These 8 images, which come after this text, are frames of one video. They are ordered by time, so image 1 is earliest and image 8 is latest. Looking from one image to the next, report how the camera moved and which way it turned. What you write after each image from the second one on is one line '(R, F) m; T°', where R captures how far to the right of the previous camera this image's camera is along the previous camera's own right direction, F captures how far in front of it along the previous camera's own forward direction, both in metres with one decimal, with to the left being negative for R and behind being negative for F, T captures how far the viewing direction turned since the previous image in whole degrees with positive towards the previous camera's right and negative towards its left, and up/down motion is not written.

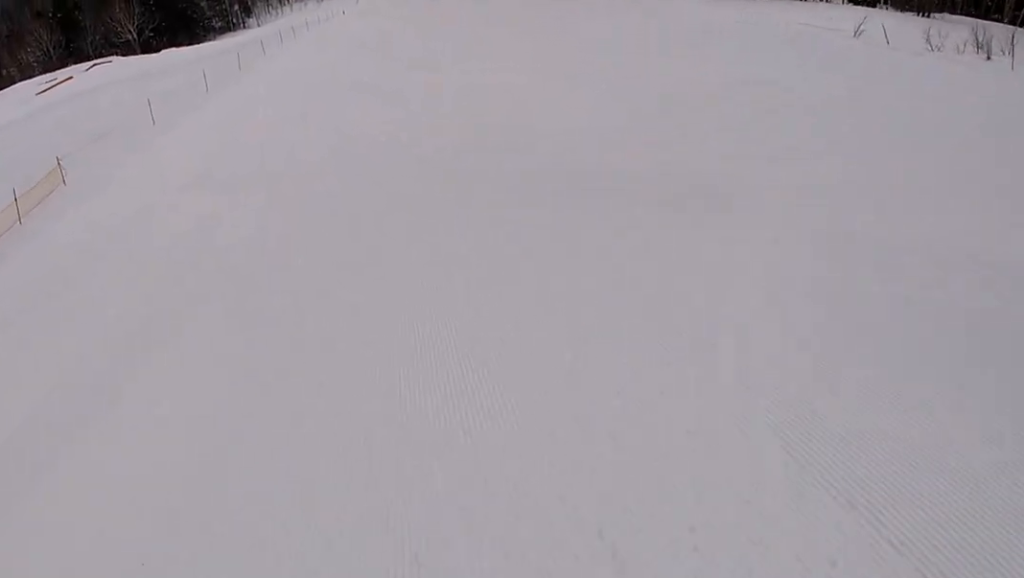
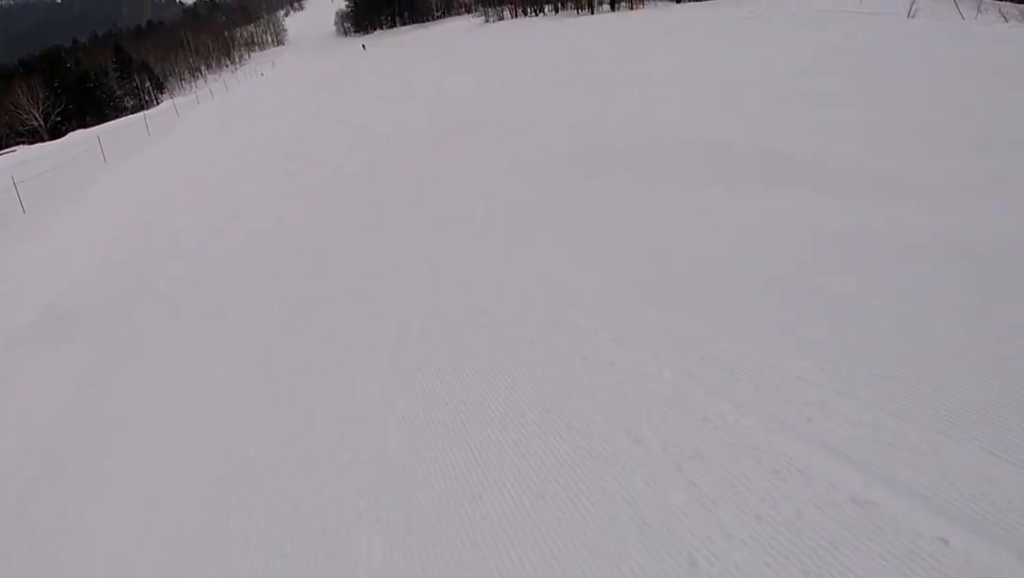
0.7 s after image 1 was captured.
(+0.7, +10.3) m; +7°
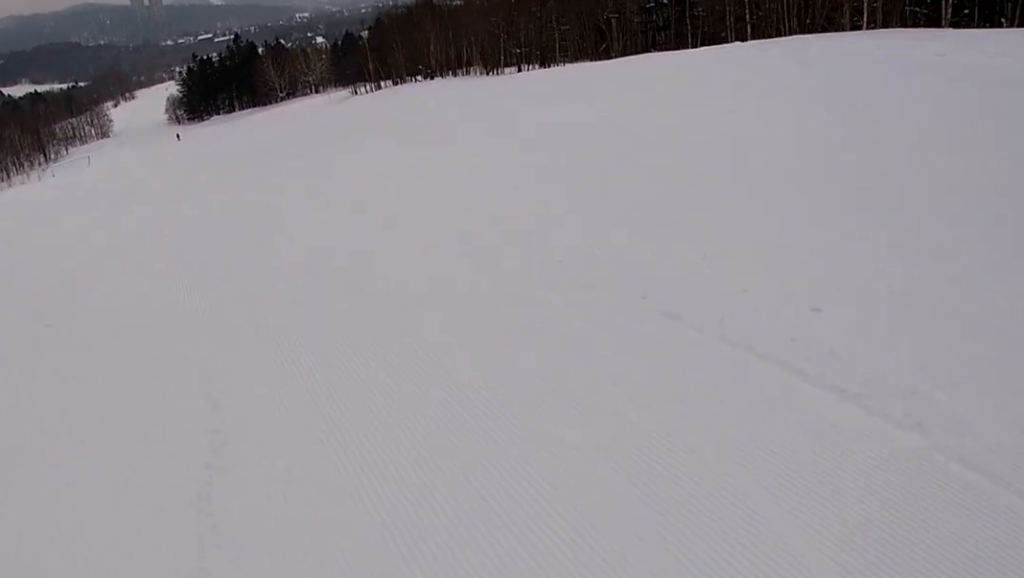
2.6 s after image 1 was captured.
(+4.2, +29.5) m; +10°
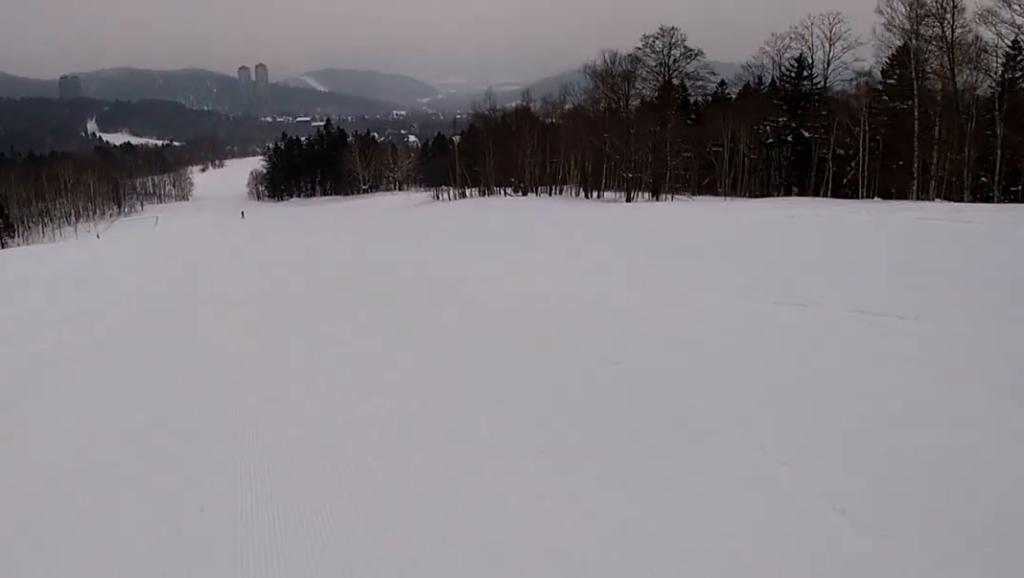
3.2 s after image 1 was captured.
(+0.2, +10.1) m; -3°
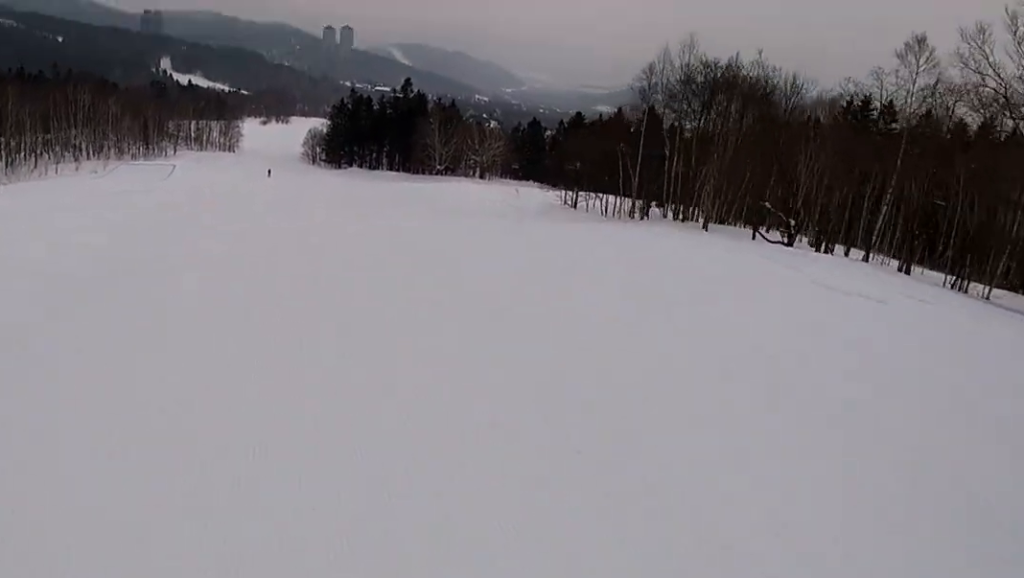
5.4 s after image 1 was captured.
(-6.4, +32.4) m; -17°
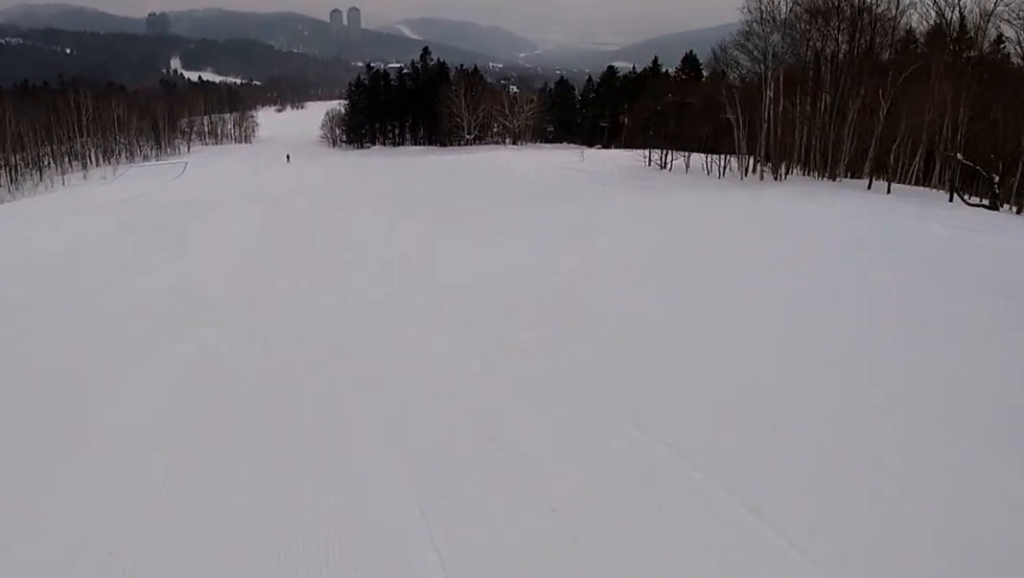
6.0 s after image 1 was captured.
(-0.2, +9.0) m; 0°
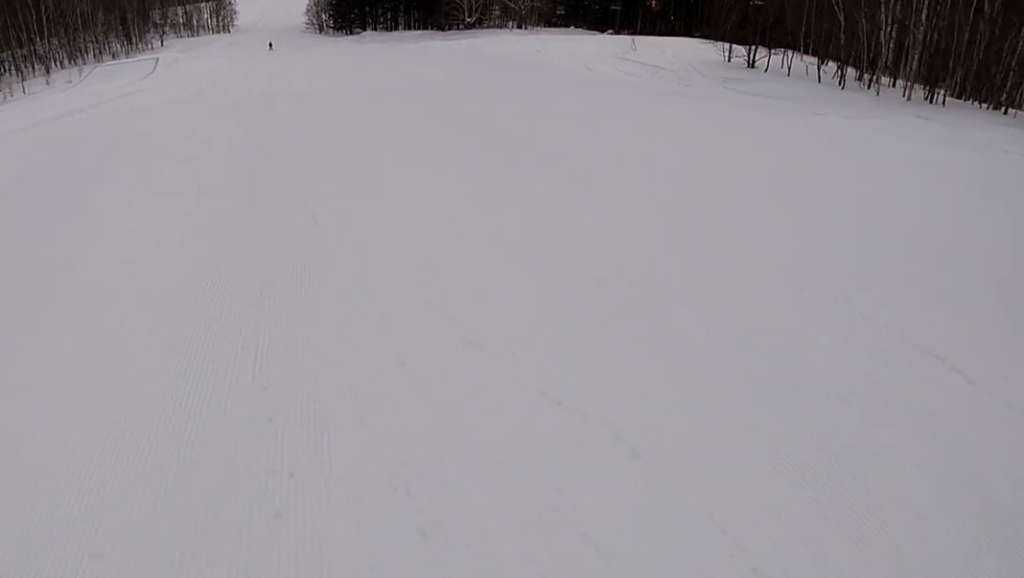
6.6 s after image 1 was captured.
(+0.1, +7.9) m; 0°
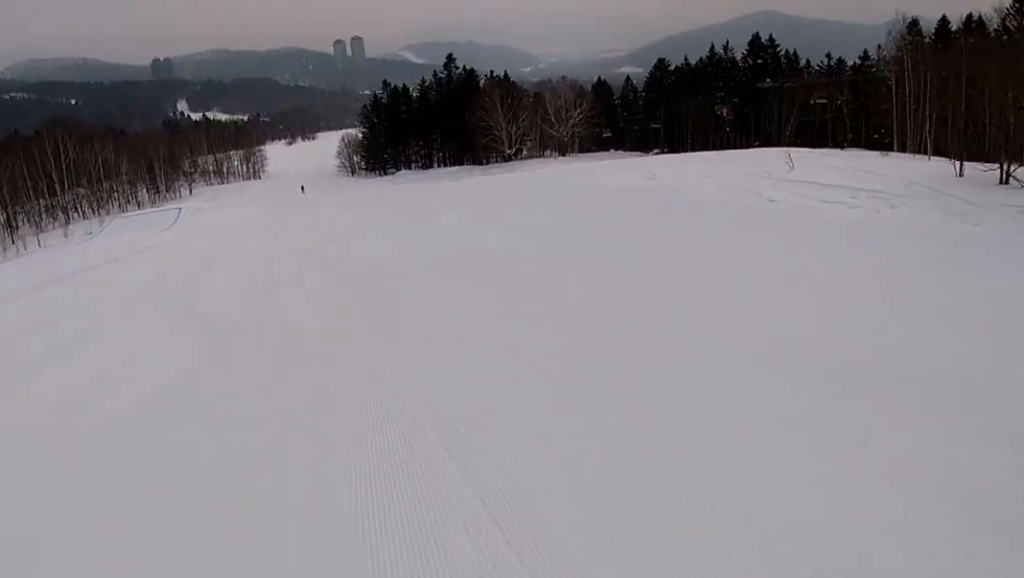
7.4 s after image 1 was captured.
(+0.1, +12.9) m; 0°
